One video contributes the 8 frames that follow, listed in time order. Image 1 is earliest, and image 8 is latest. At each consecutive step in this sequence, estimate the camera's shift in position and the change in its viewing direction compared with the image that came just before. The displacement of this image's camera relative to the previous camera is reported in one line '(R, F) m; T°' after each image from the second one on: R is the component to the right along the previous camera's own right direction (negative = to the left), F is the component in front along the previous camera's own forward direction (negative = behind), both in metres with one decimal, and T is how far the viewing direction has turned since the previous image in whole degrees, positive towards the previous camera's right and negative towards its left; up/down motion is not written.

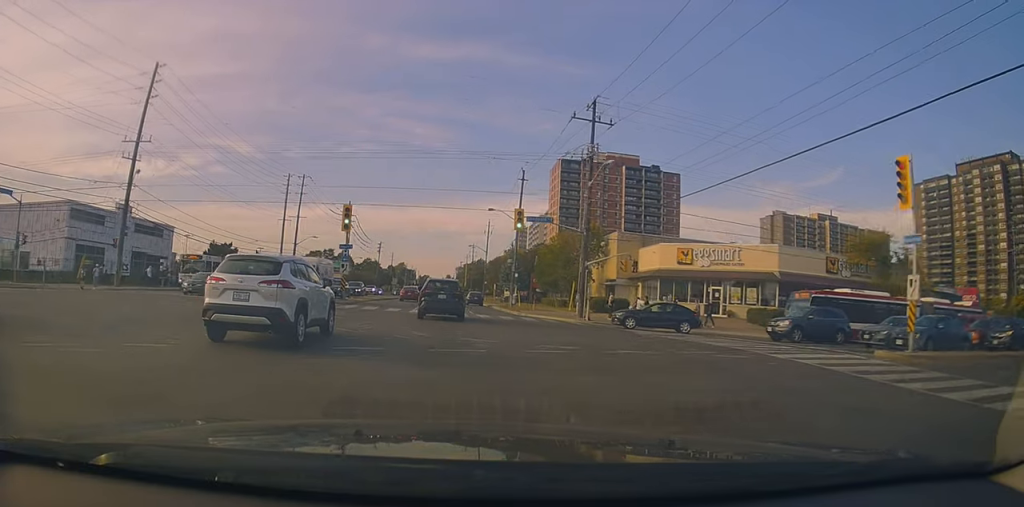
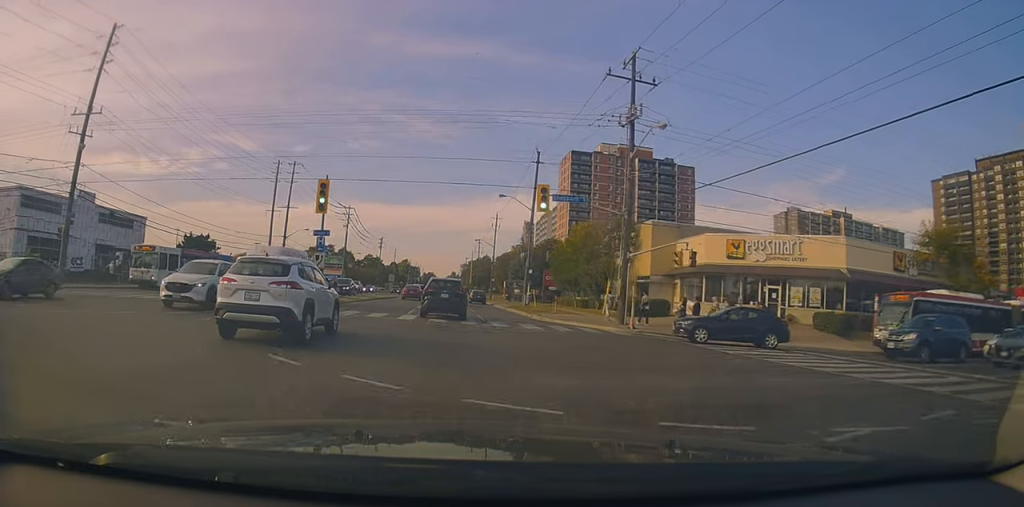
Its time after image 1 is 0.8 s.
(+0.1, +7.8) m; +1°
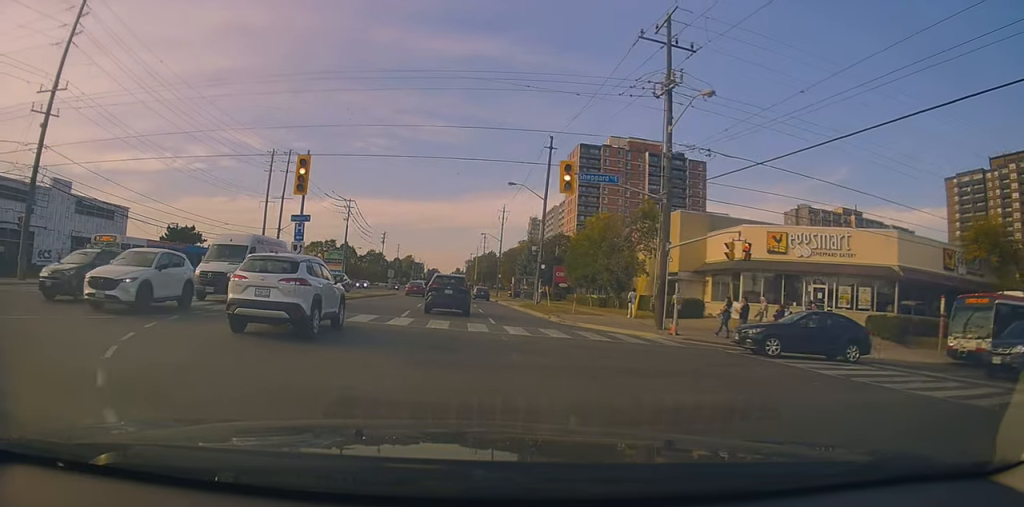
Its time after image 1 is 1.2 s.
(0.0, +4.8) m; 0°
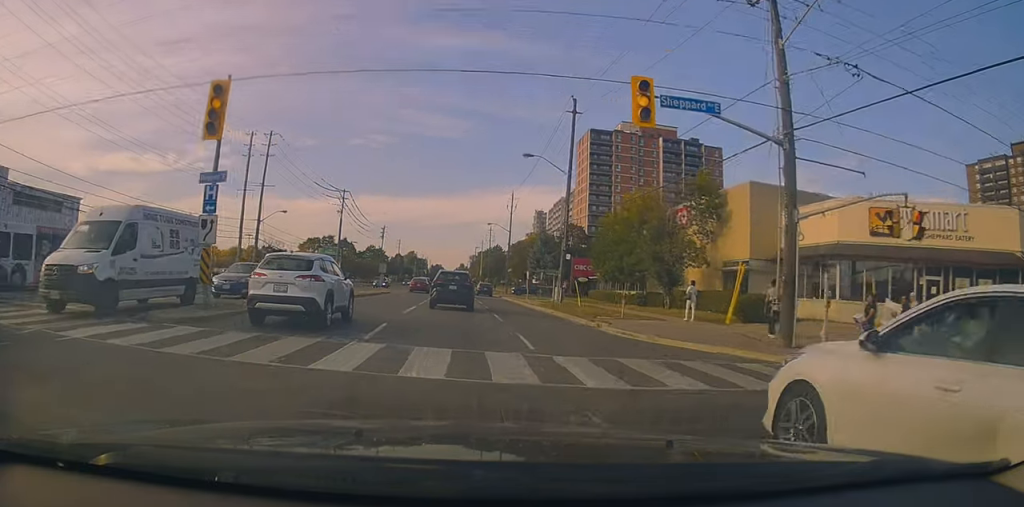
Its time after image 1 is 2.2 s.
(+0.1, +9.5) m; -2°
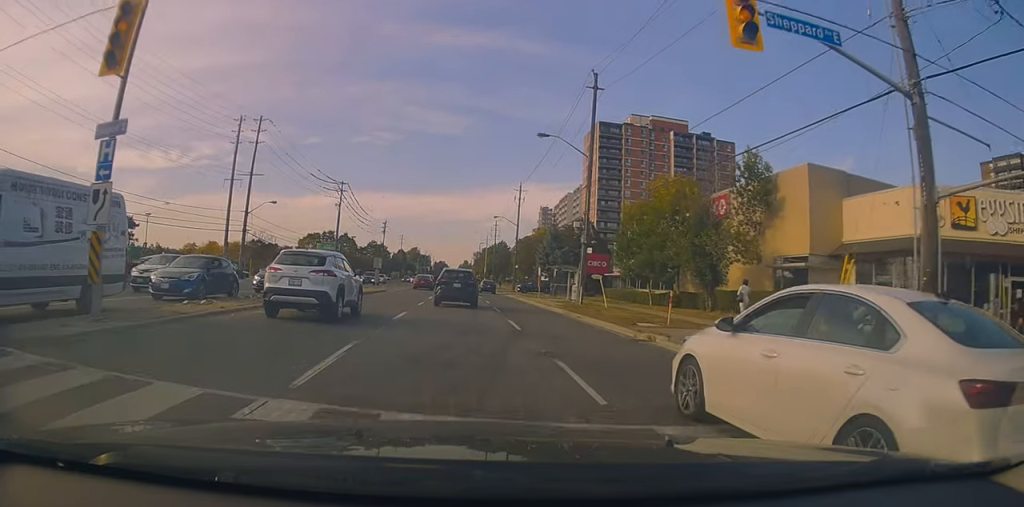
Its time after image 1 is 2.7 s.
(+0.1, +5.4) m; -1°
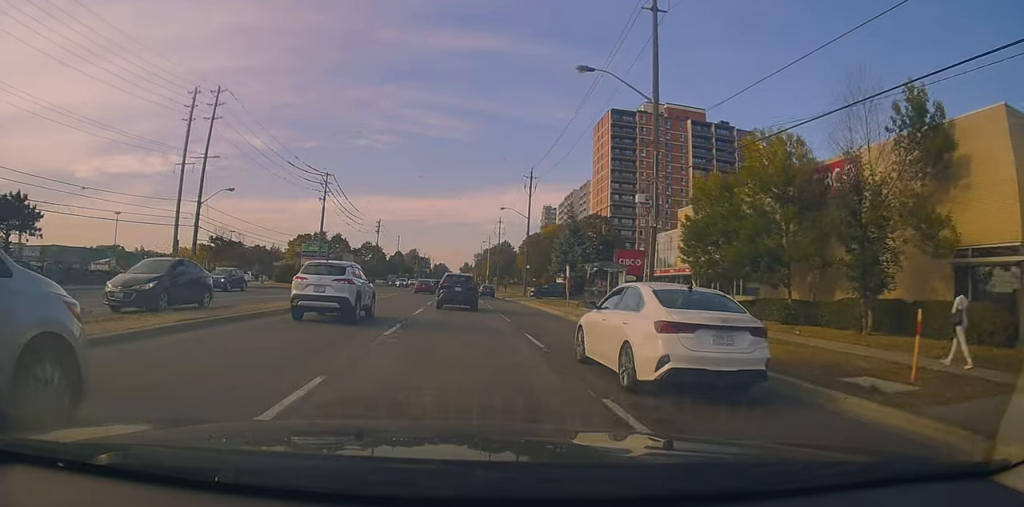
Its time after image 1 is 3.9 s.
(-0.4, +12.3) m; +2°
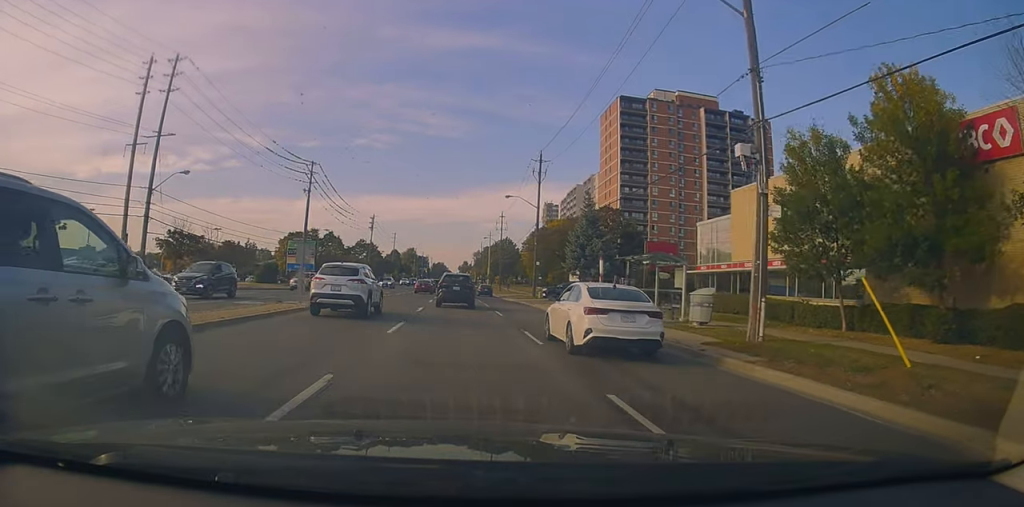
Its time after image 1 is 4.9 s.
(+0.4, +9.0) m; 0°
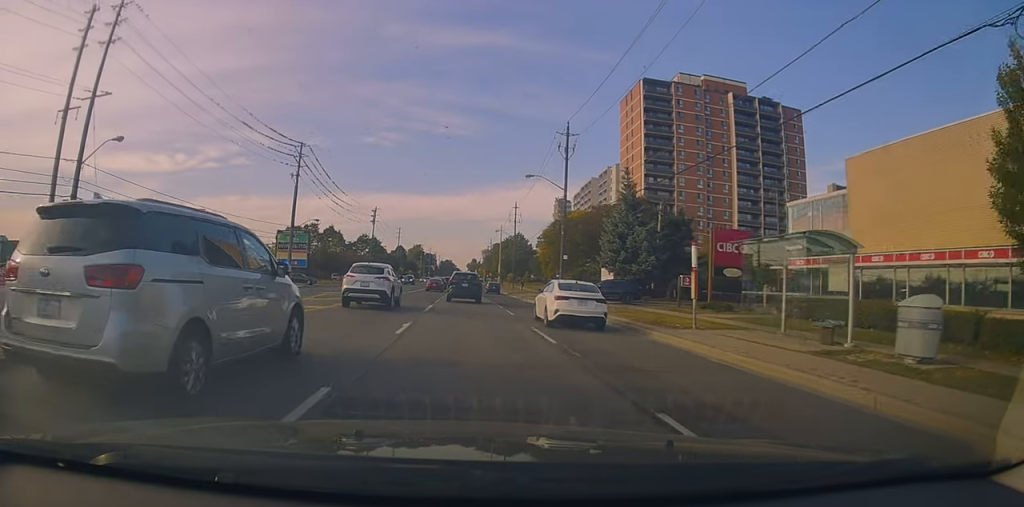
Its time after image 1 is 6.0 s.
(-0.5, +10.6) m; -3°
